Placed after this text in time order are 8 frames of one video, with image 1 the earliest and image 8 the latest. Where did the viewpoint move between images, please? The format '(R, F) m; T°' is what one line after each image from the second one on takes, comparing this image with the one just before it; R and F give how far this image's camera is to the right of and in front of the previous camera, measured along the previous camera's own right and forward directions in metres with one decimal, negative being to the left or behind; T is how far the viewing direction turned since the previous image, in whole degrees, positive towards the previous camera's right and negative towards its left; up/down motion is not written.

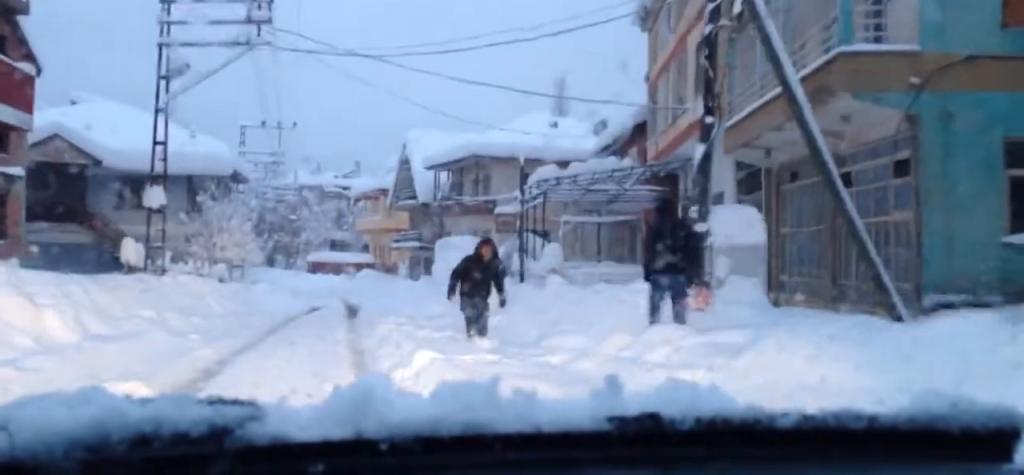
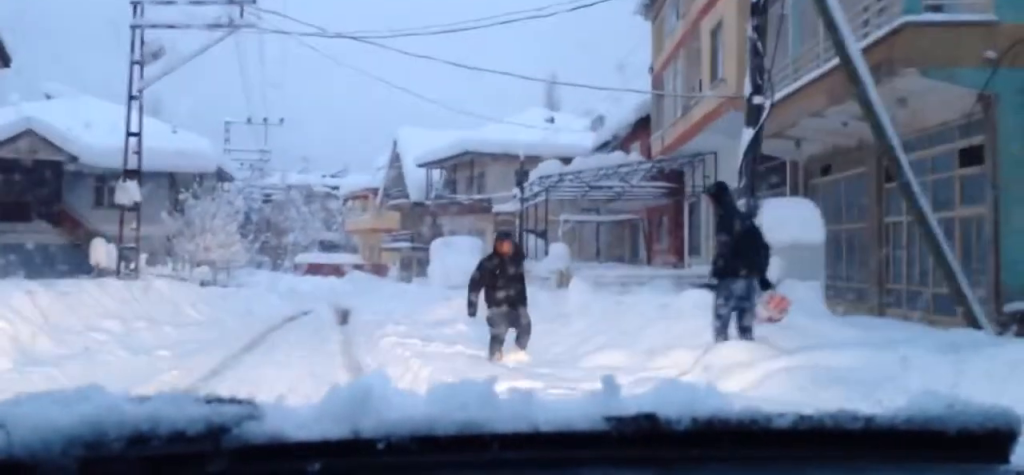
(+0.1, +1.9) m; 0°
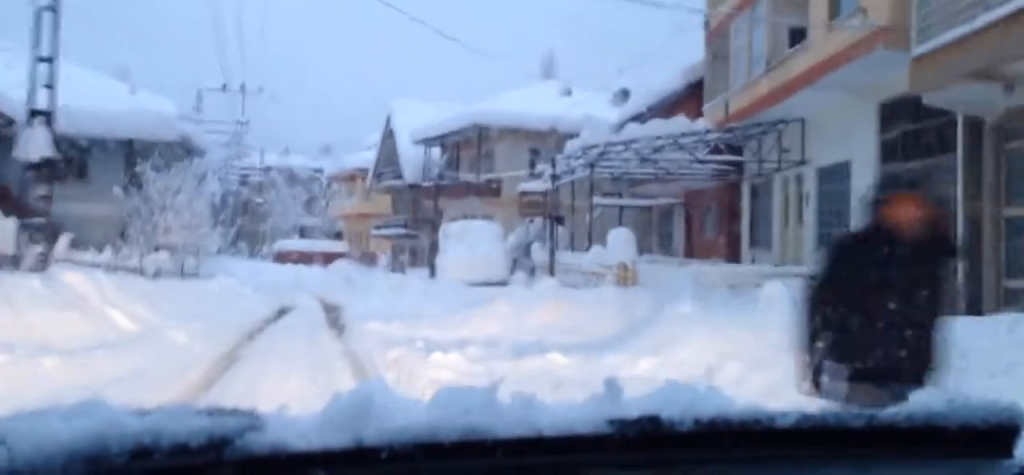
(0.0, +6.3) m; -1°
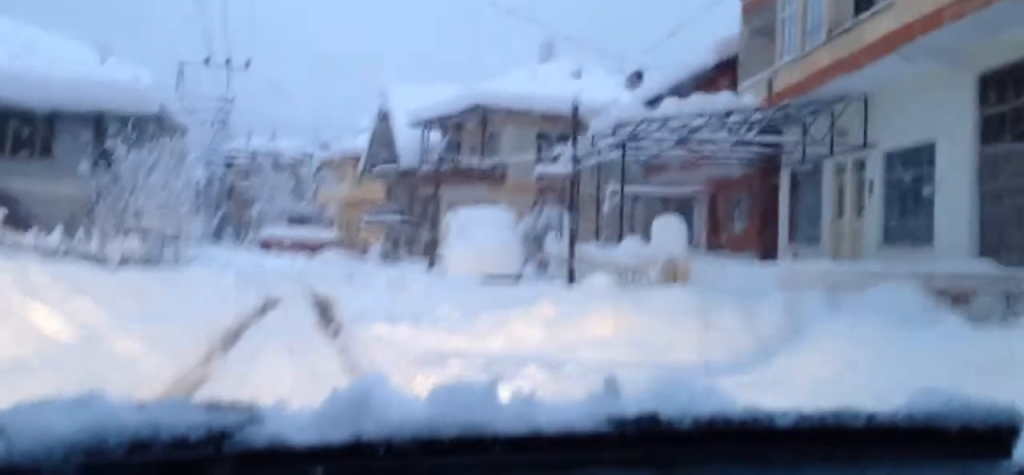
(-0.1, +3.1) m; 0°
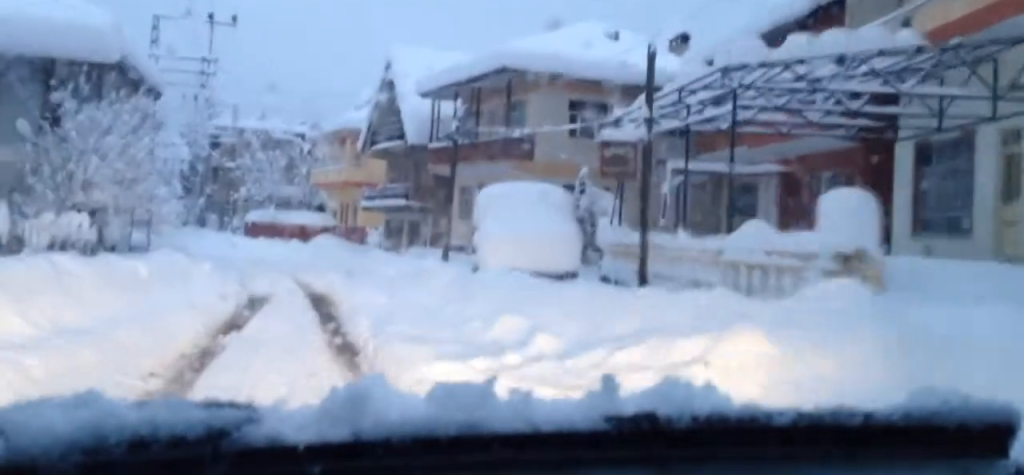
(+0.1, +5.6) m; +1°
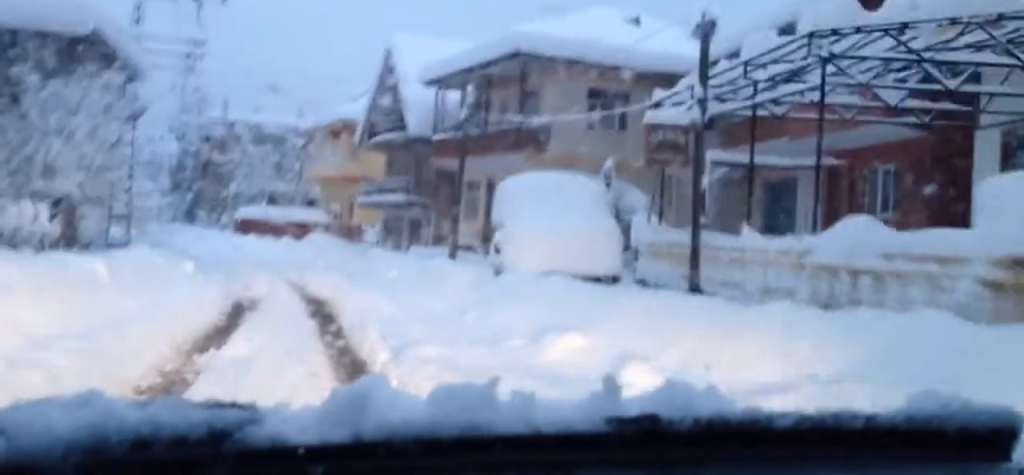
(0.0, +2.8) m; 0°
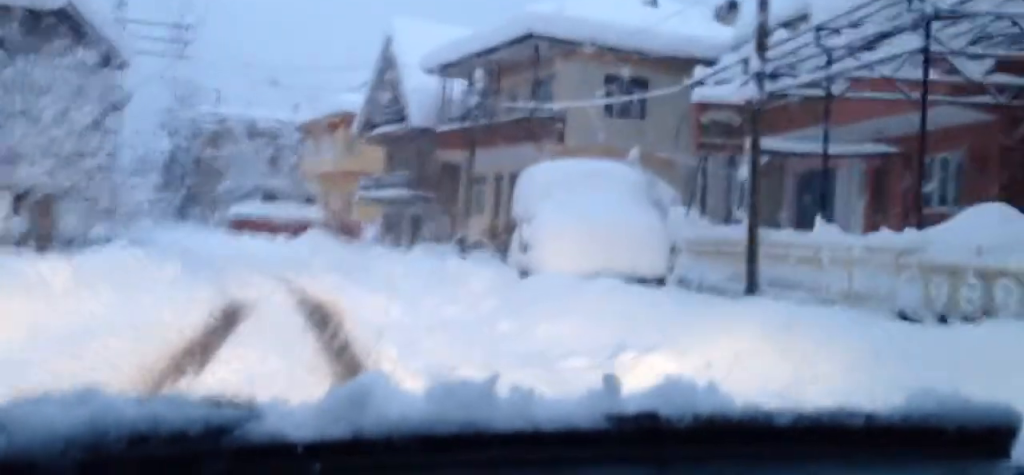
(-0.2, +2.4) m; -1°
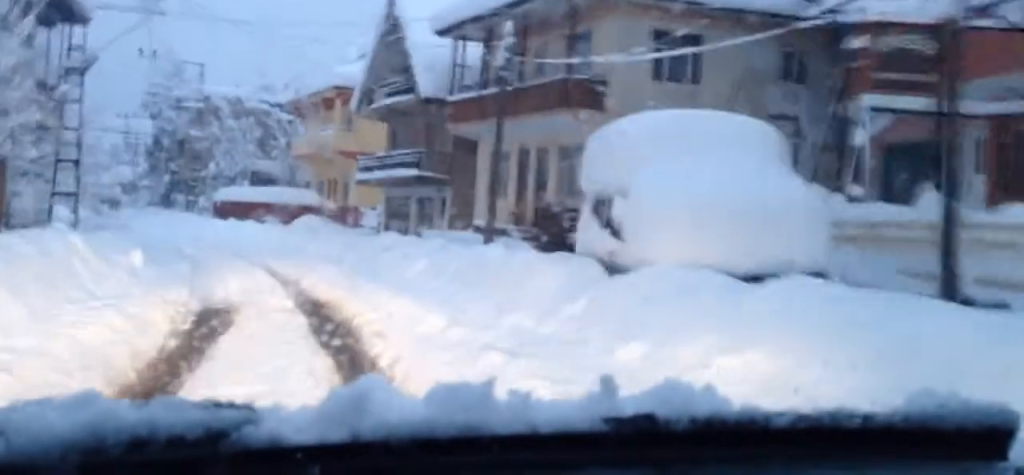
(0.0, +4.8) m; +2°
